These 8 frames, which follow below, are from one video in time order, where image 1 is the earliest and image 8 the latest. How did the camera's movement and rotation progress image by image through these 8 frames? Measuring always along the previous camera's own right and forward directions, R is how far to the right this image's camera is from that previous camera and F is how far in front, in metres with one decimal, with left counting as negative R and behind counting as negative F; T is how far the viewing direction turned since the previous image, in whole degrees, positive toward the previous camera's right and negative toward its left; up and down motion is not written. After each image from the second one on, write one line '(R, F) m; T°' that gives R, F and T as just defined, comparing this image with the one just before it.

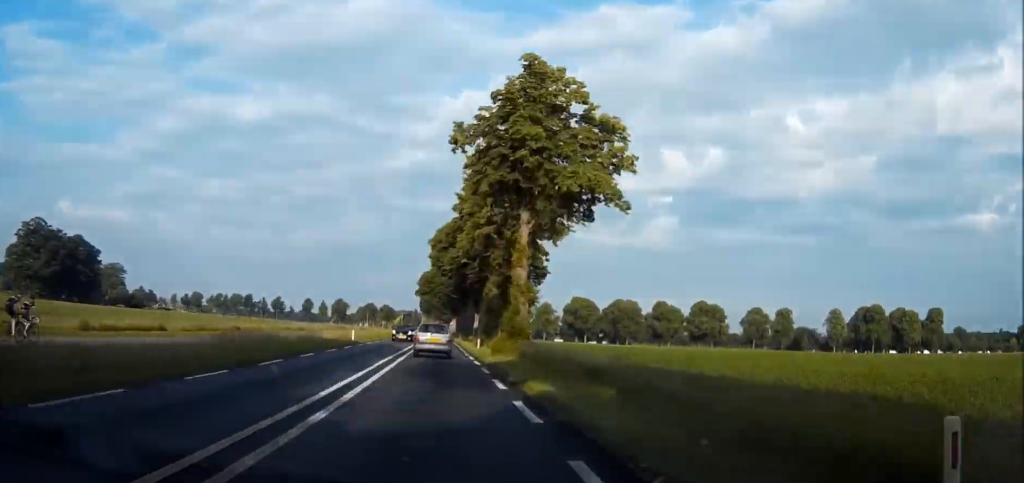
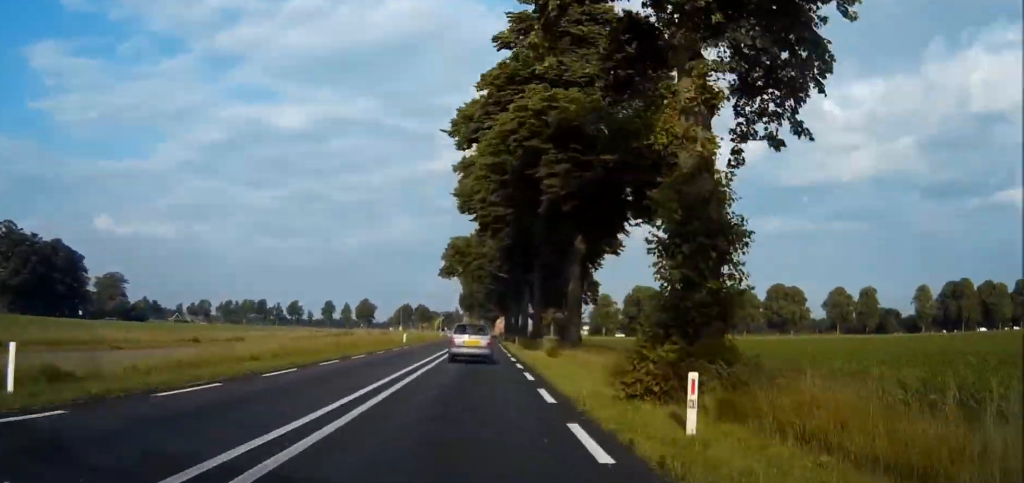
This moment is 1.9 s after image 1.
(-3.3, +44.2) m; -4°
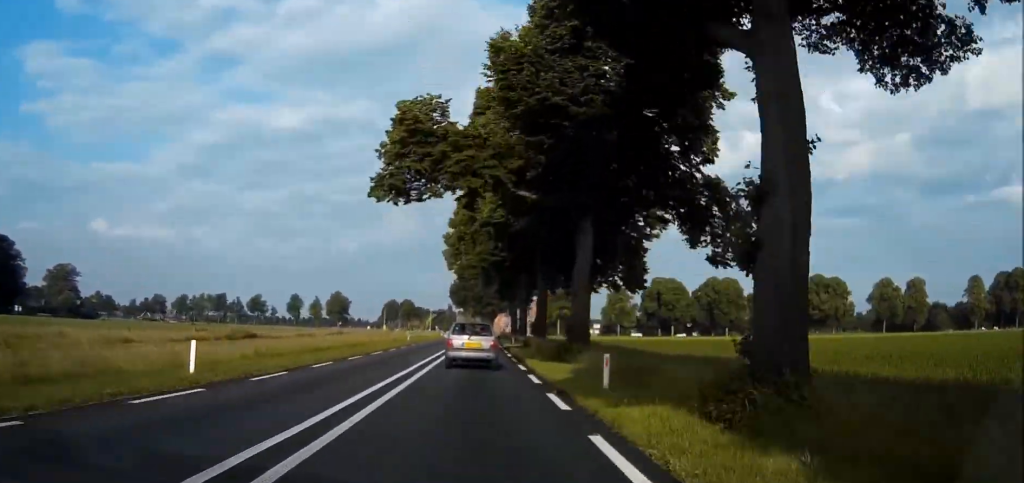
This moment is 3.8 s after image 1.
(0.0, +42.1) m; 0°
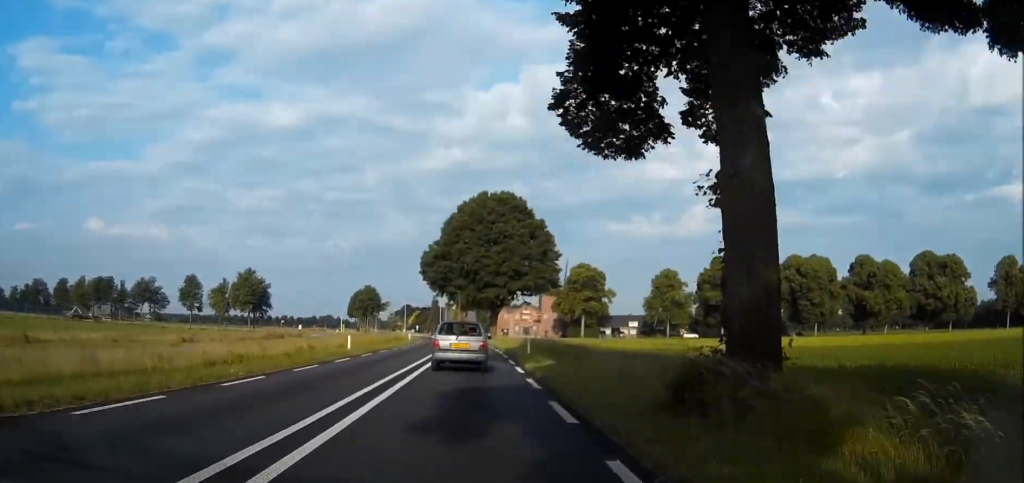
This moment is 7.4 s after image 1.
(-0.4, +77.7) m; -1°
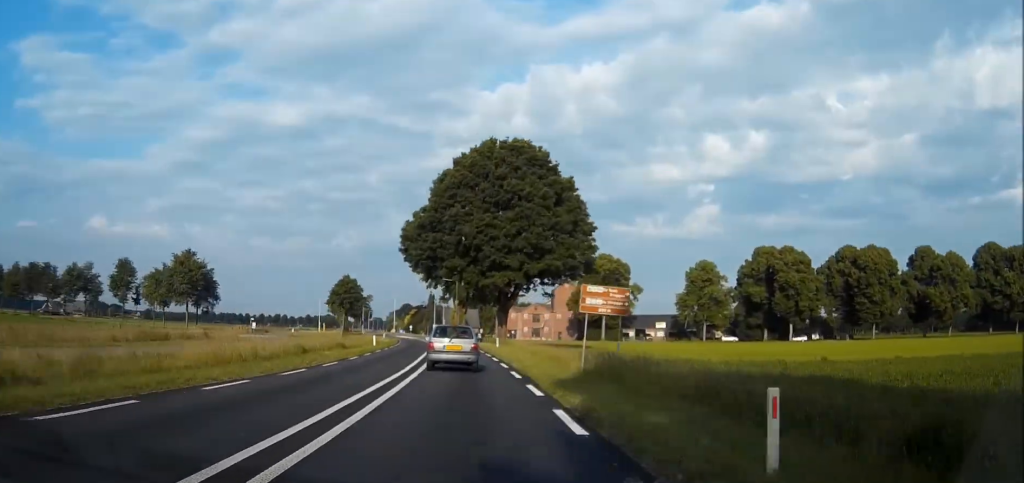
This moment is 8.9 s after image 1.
(-0.4, +30.3) m; -1°
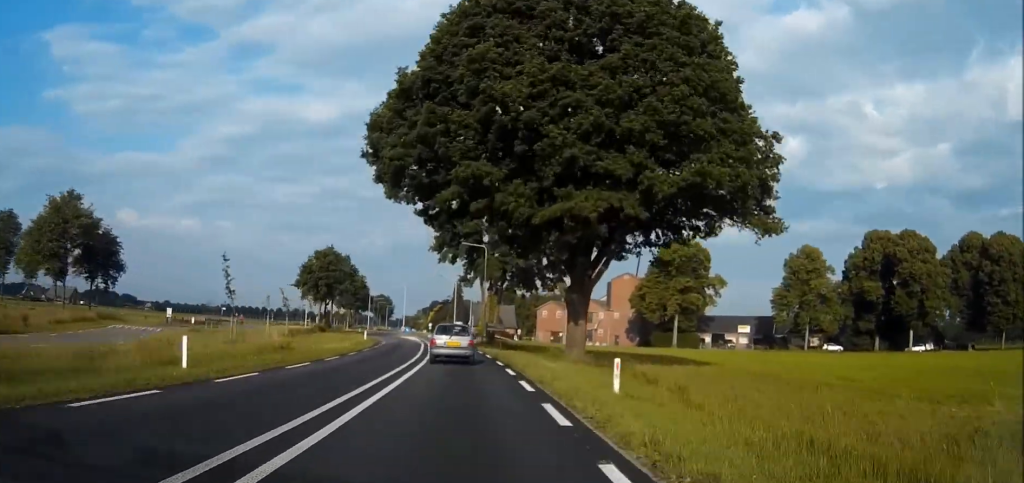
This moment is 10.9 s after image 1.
(-0.2, +41.0) m; -2°
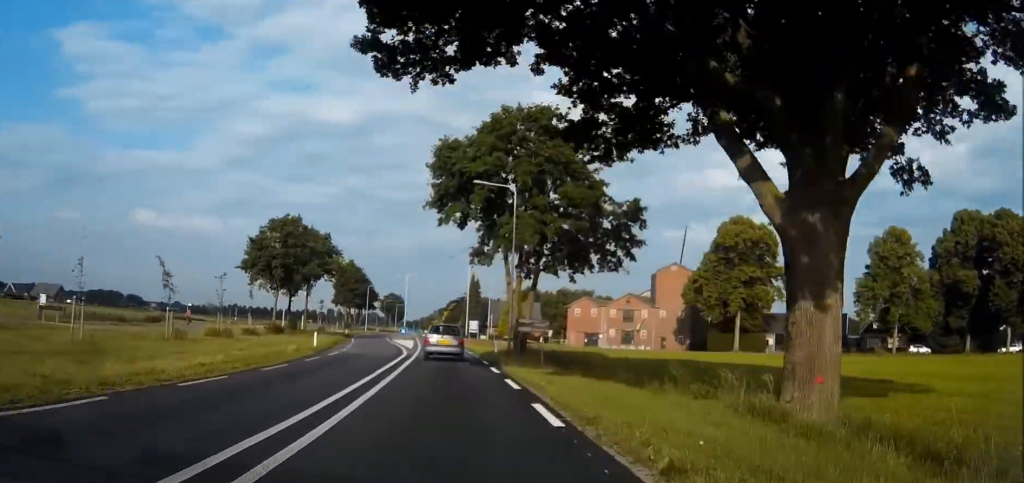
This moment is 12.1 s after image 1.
(-0.4, +25.9) m; -2°
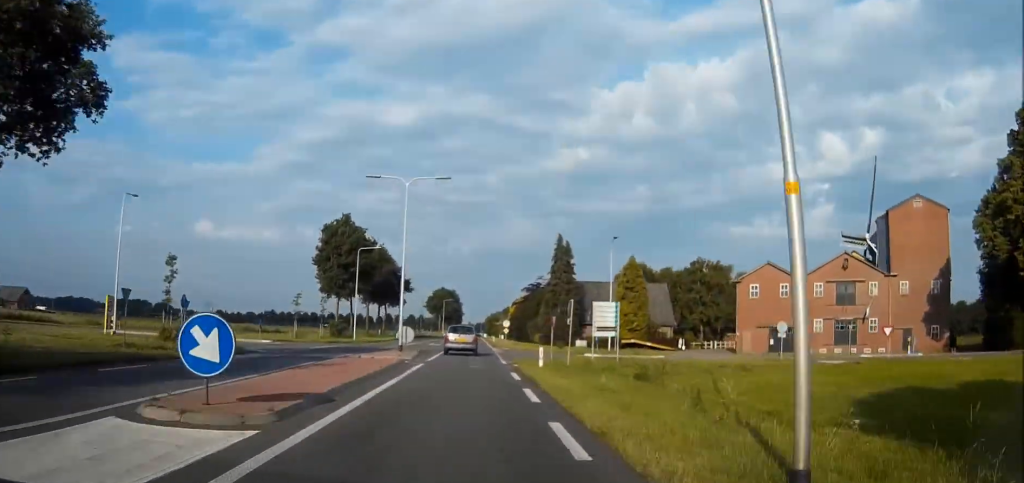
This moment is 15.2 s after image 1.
(-2.3, +63.5) m; -3°
